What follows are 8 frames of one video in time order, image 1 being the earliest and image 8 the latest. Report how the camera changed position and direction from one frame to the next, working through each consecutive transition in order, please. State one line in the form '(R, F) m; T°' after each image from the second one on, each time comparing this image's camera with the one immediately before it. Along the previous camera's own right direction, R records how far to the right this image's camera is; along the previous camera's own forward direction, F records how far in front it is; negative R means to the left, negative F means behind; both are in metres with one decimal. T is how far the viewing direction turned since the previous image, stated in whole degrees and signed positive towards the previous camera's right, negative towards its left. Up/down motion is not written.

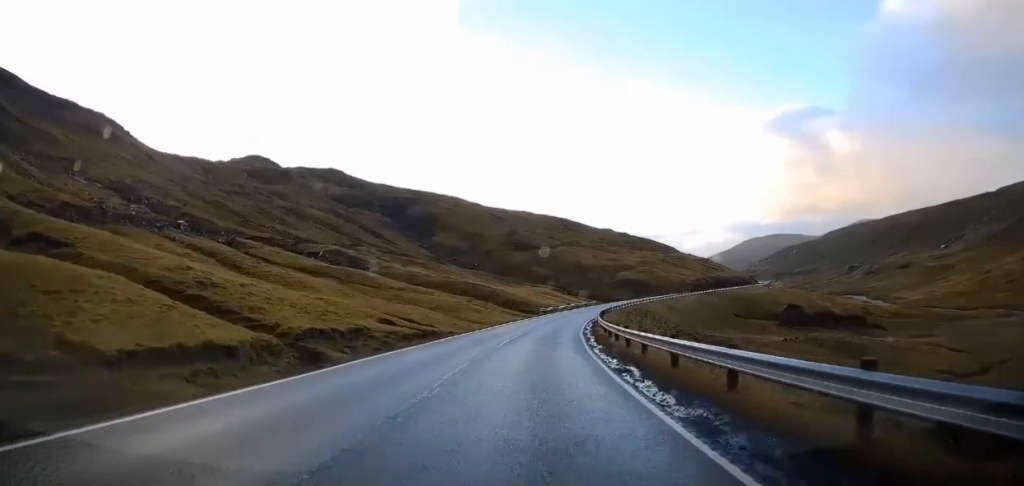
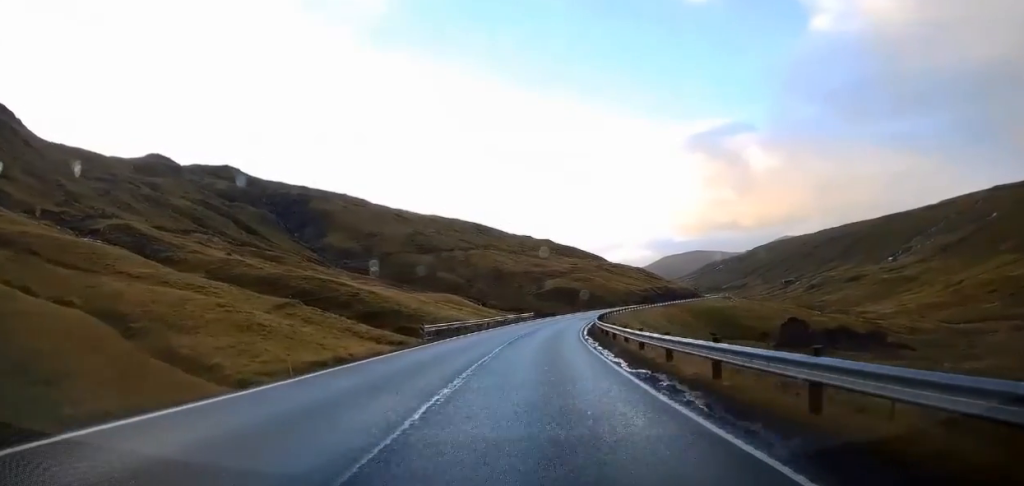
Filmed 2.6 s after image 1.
(+3.2, +50.7) m; +8°
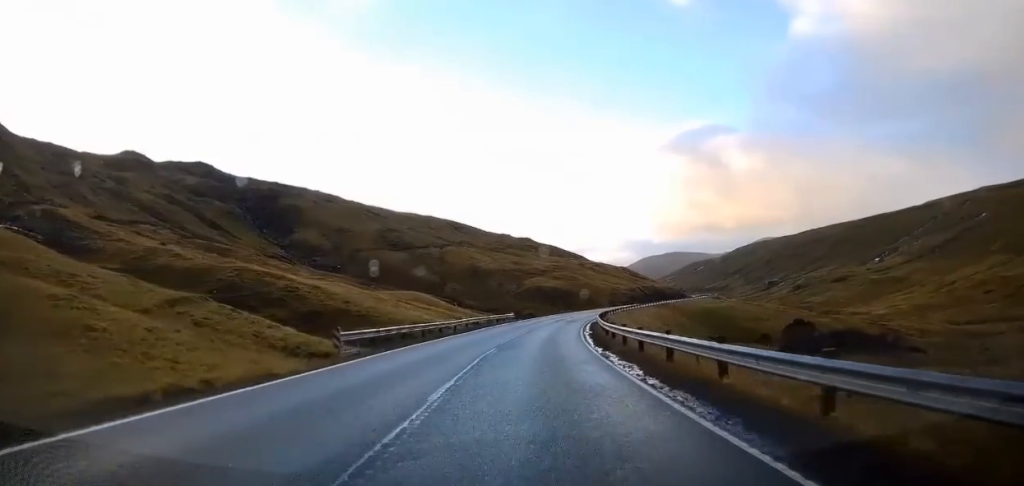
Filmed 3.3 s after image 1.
(+0.5, +12.8) m; +3°
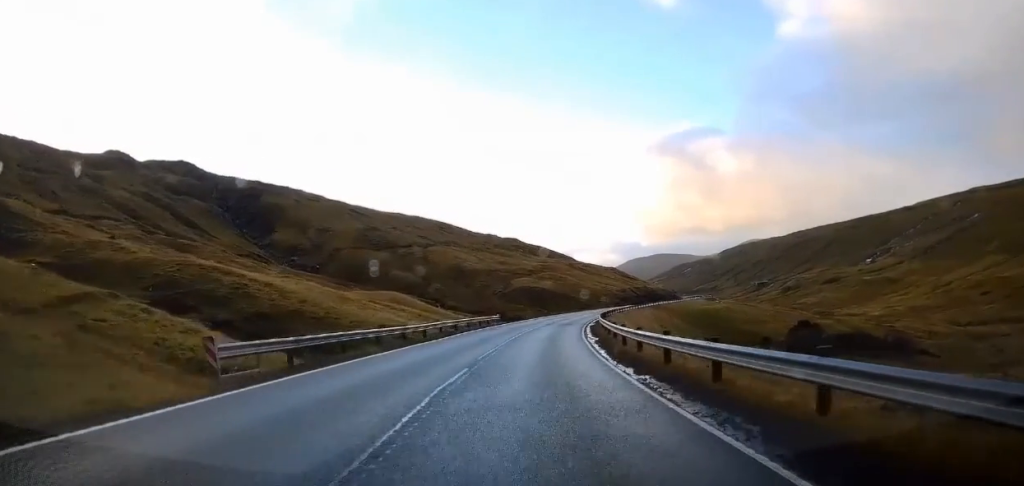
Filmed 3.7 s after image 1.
(0.0, +8.3) m; +2°
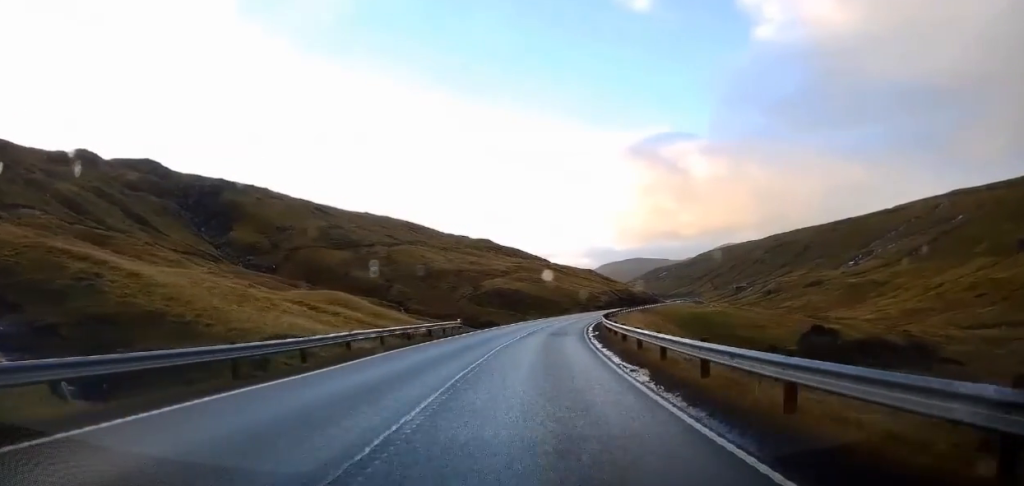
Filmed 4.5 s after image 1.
(+0.6, +15.6) m; +2°
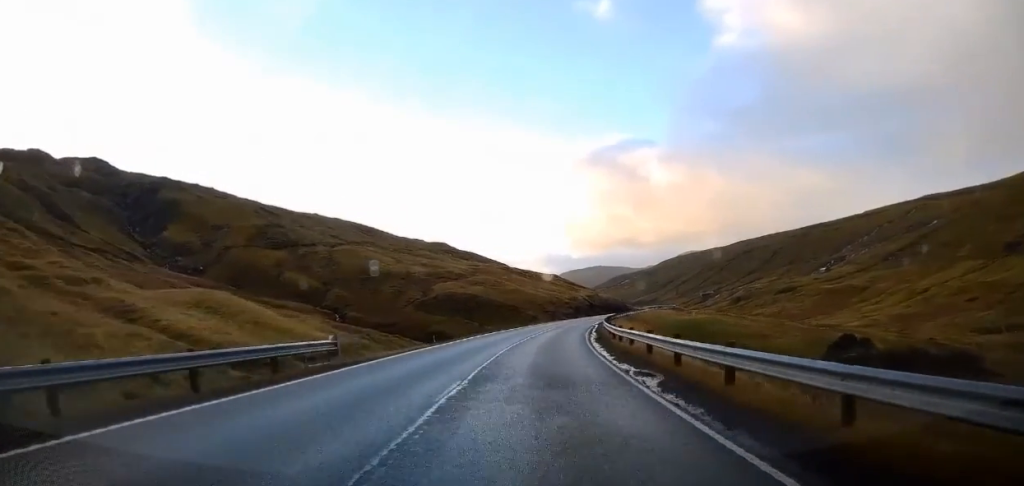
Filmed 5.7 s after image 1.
(+0.2, +21.5) m; +3°
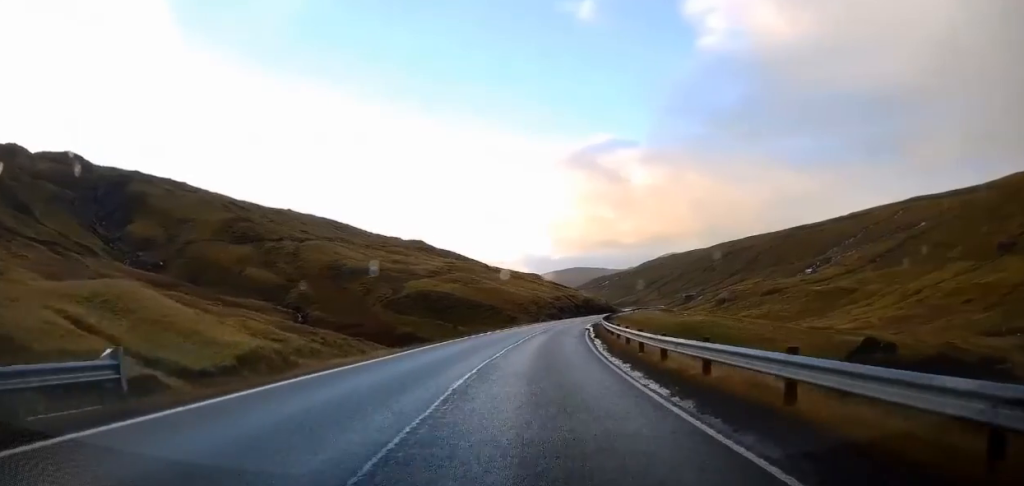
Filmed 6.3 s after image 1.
(+0.4, +10.4) m; +2°
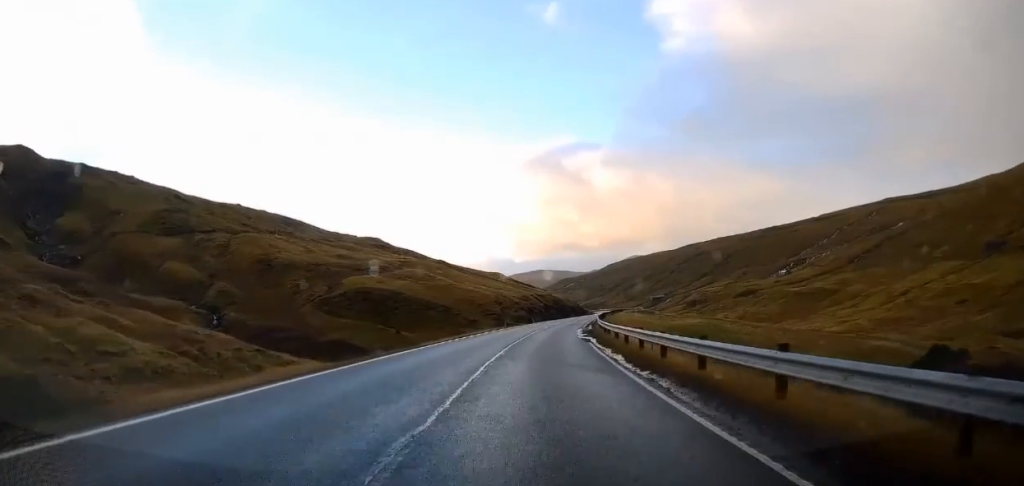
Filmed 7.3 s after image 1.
(+0.6, +19.1) m; +4°
